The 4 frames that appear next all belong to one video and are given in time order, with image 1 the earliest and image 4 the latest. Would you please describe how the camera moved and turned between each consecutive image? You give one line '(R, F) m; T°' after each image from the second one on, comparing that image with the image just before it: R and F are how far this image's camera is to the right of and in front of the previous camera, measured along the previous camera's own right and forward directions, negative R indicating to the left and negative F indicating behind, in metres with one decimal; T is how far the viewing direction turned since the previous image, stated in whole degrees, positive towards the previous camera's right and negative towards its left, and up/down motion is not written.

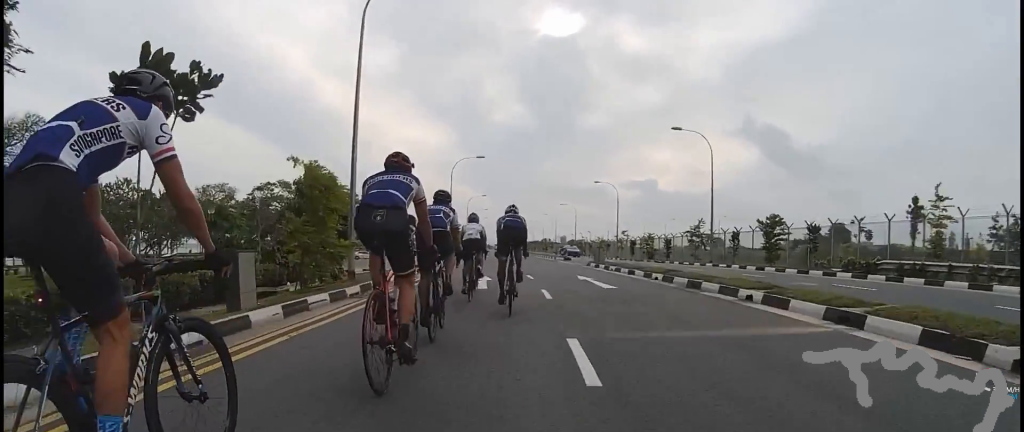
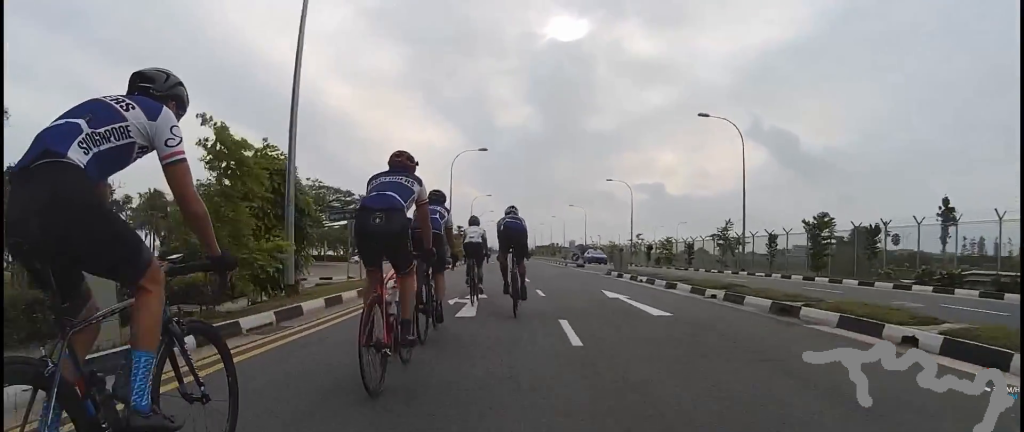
(+0.5, +4.3) m; -1°
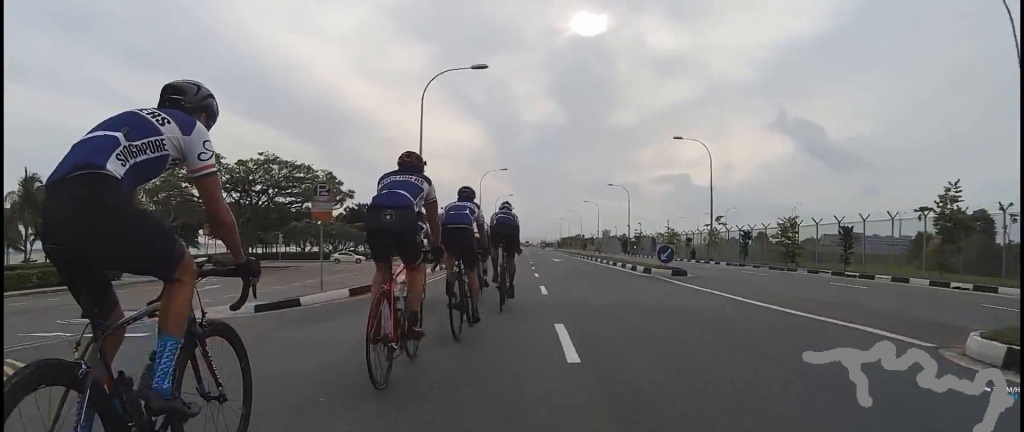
(-2.9, +19.5) m; 0°
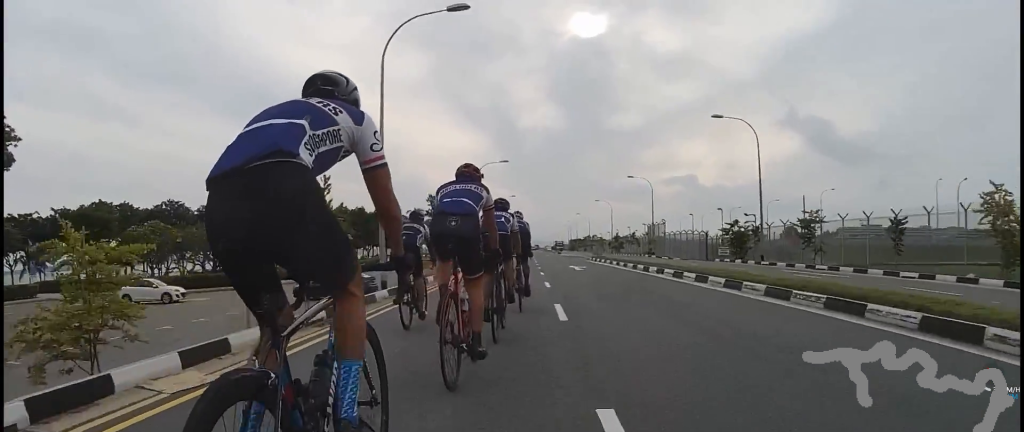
(+0.6, +39.3) m; -8°
